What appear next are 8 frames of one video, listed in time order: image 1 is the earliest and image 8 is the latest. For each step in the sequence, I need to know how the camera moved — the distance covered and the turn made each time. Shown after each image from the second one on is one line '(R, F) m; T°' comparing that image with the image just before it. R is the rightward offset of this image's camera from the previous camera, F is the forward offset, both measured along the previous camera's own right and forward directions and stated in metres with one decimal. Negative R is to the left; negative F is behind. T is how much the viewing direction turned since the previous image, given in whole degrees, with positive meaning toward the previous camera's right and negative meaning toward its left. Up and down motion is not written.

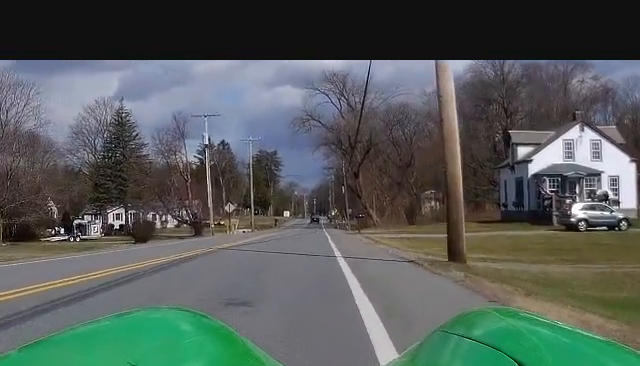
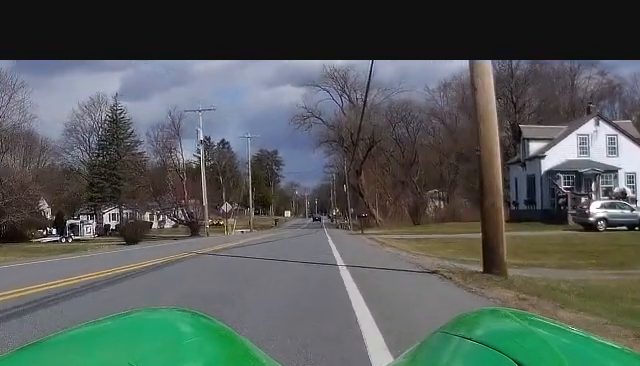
(-0.2, +3.2) m; -1°
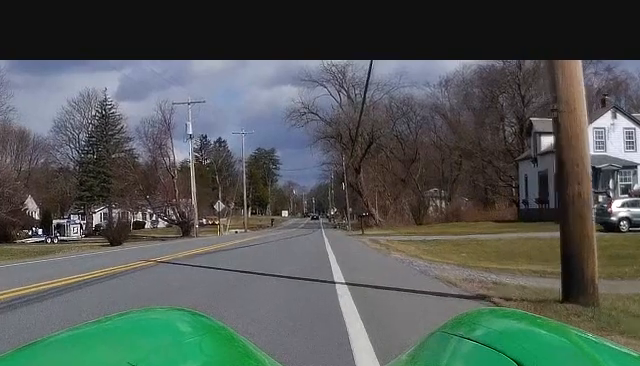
(+0.1, +3.8) m; +1°
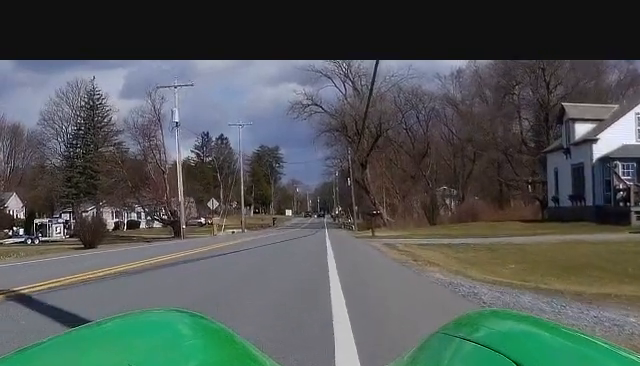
(+0.1, +6.5) m; 0°
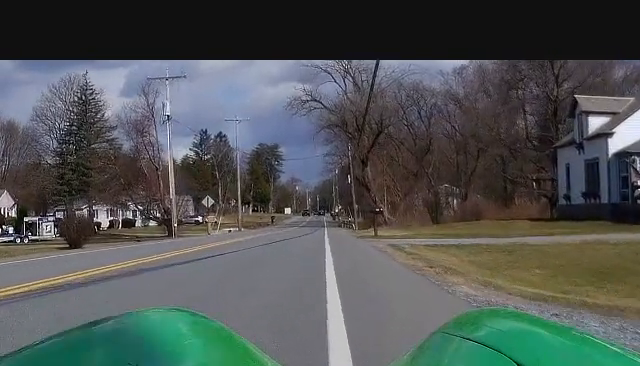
(0.0, +2.5) m; 0°
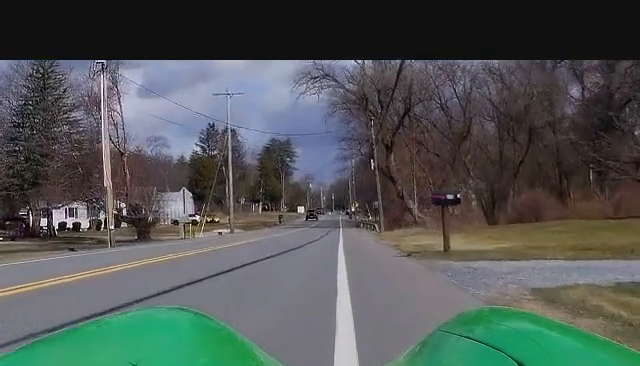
(+0.1, +16.4) m; -2°
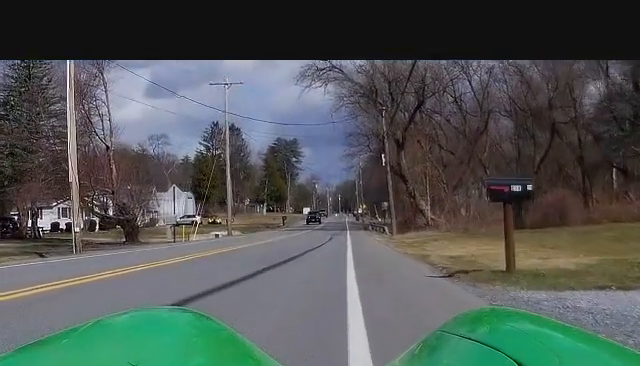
(0.0, +5.0) m; +2°
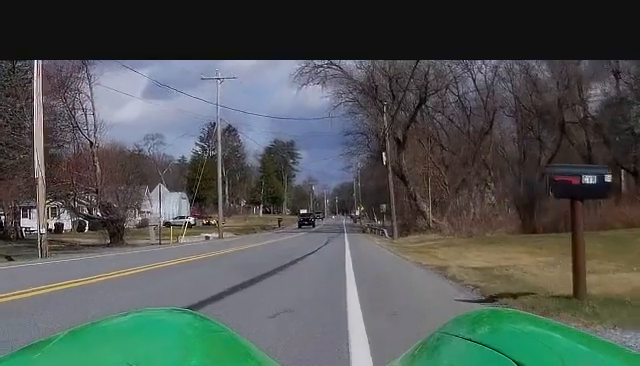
(0.0, +2.9) m; +1°
